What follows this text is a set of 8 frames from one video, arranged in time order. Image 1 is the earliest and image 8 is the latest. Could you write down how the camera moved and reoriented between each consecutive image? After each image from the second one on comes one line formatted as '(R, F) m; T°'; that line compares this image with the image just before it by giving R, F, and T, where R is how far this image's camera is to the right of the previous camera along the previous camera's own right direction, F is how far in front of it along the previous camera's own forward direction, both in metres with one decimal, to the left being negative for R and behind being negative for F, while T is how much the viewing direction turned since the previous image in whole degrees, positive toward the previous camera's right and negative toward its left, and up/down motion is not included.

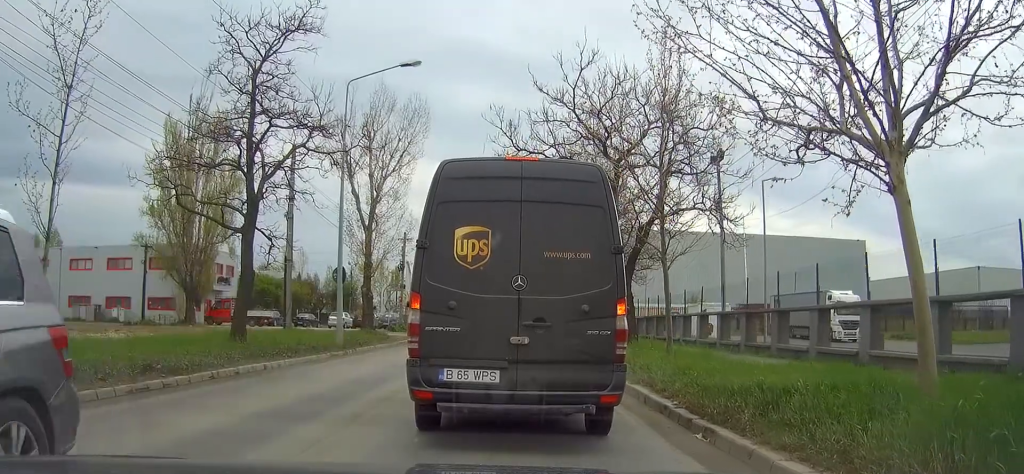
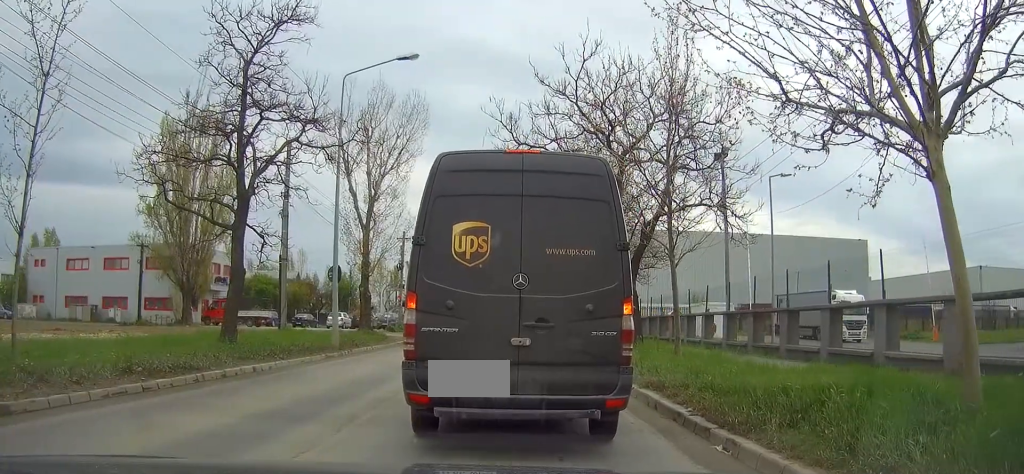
(-0.2, +0.6) m; 0°
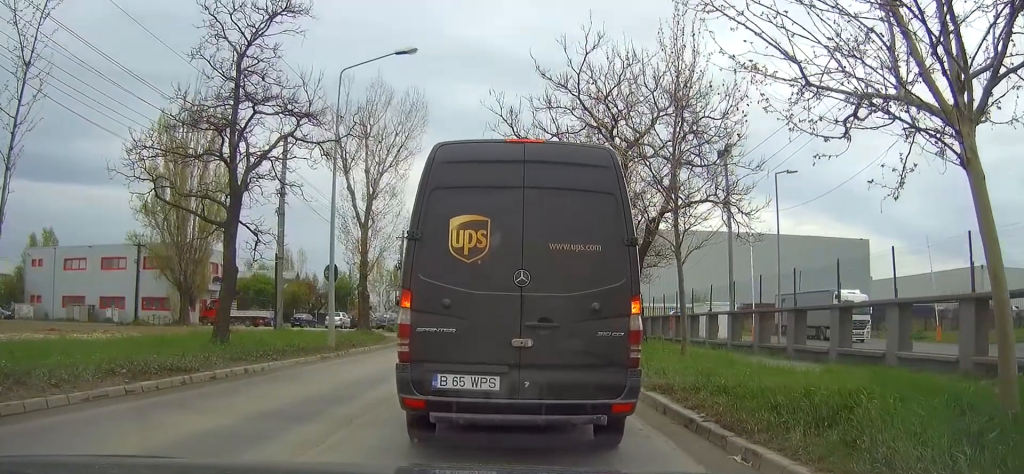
(-0.3, +0.4) m; 0°
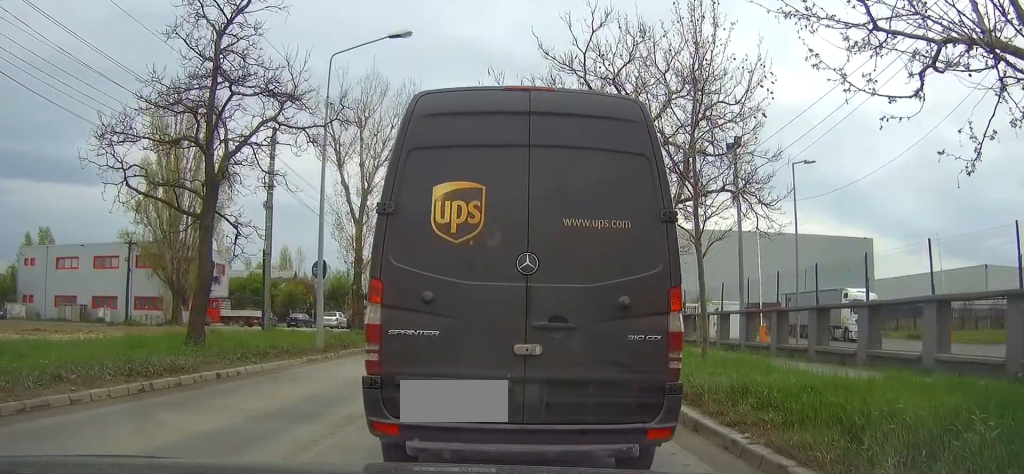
(-0.6, +1.3) m; 0°
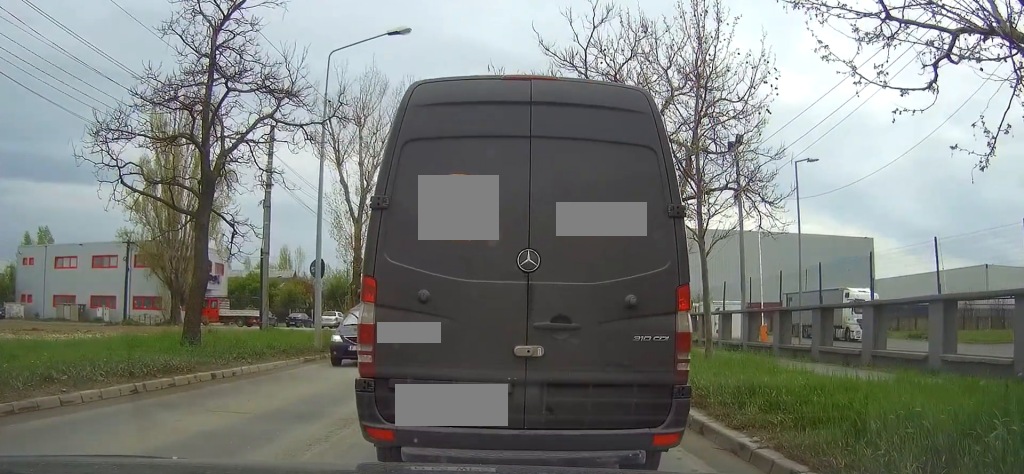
(-0.2, +0.3) m; 0°
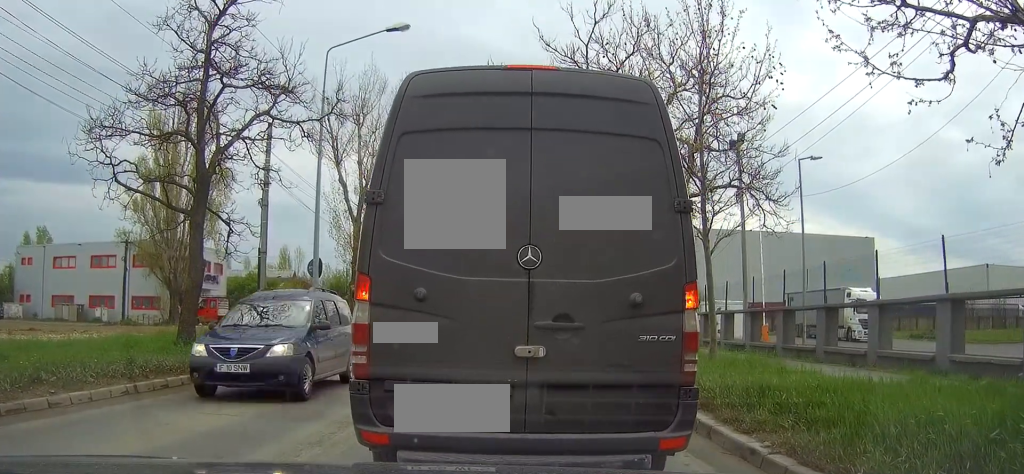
(-0.1, +0.4) m; 0°
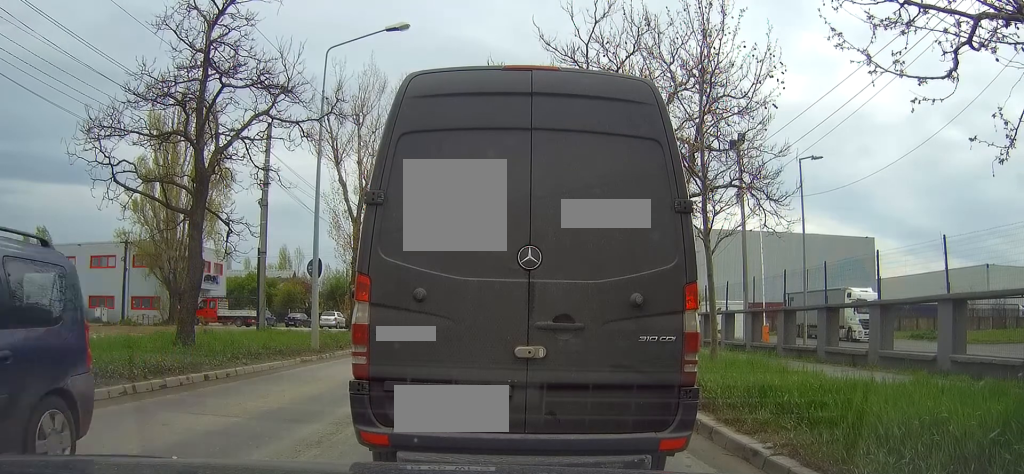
(0.0, +0.3) m; 0°
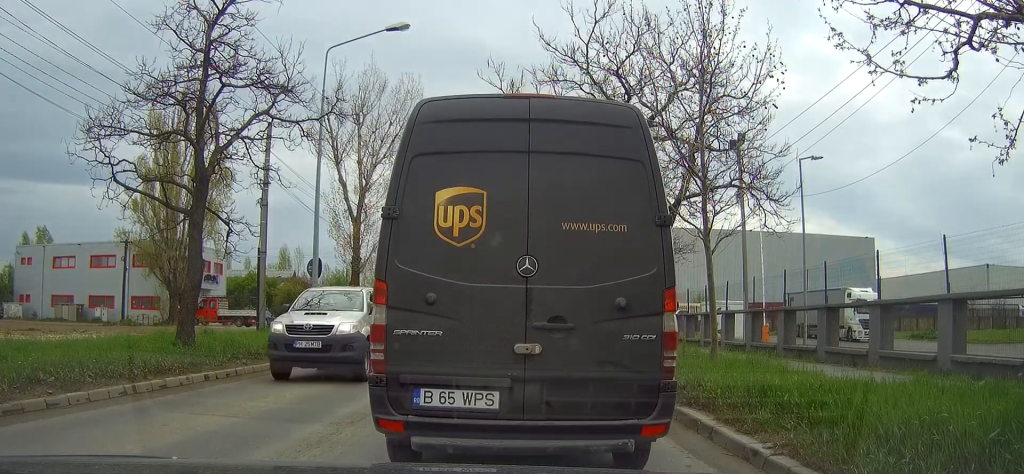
(0.0, +0.2) m; 0°
